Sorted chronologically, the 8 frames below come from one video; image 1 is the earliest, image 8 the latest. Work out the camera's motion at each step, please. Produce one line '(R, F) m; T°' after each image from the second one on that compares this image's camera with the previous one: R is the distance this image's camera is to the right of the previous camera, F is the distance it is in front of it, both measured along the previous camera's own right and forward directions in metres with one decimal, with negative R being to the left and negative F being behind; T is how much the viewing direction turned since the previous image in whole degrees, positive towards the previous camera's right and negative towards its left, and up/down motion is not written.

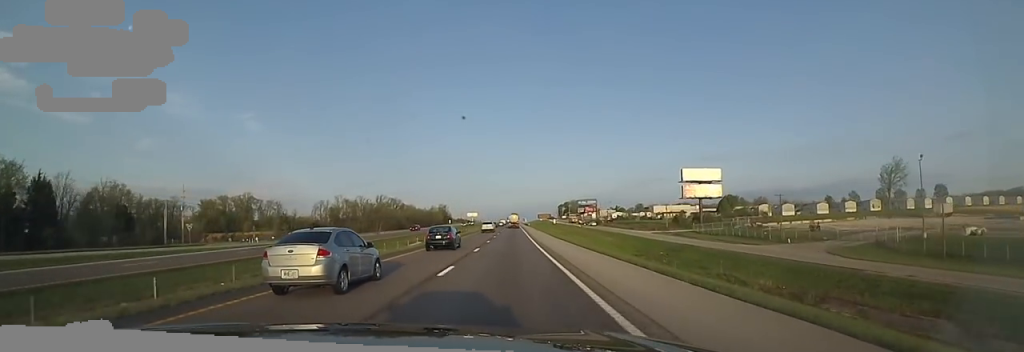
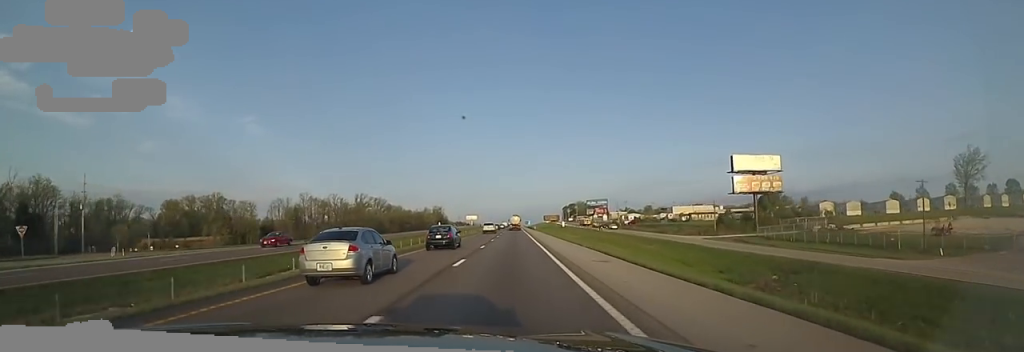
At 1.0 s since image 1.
(-0.1, +33.9) m; -1°
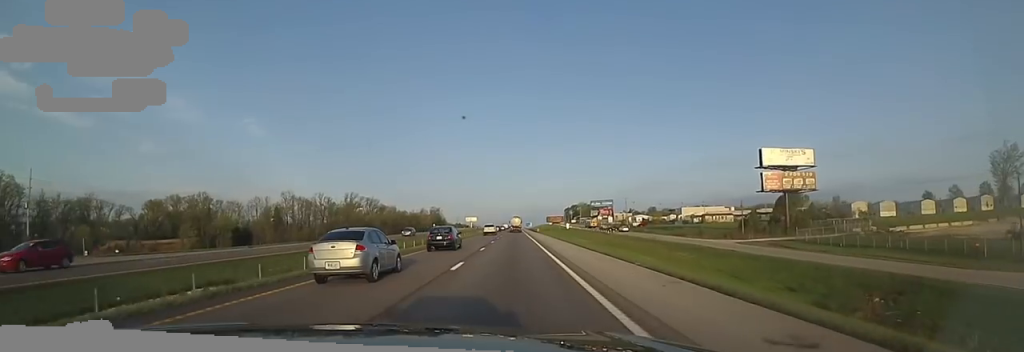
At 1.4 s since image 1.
(0.0, +13.6) m; -1°
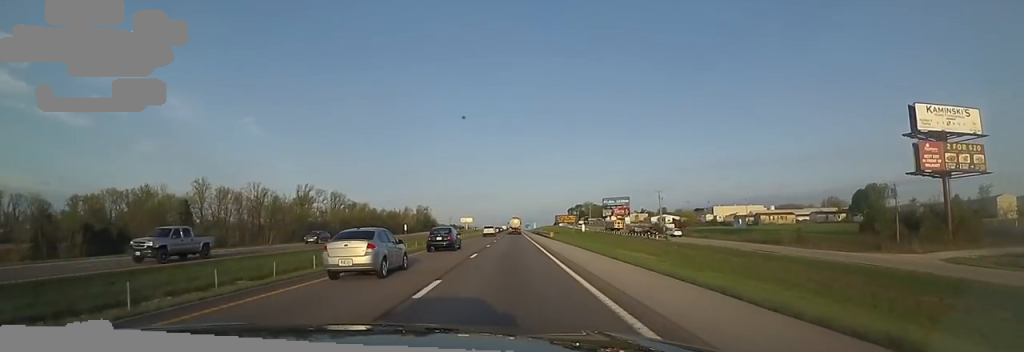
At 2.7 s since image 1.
(0.0, +42.4) m; +2°
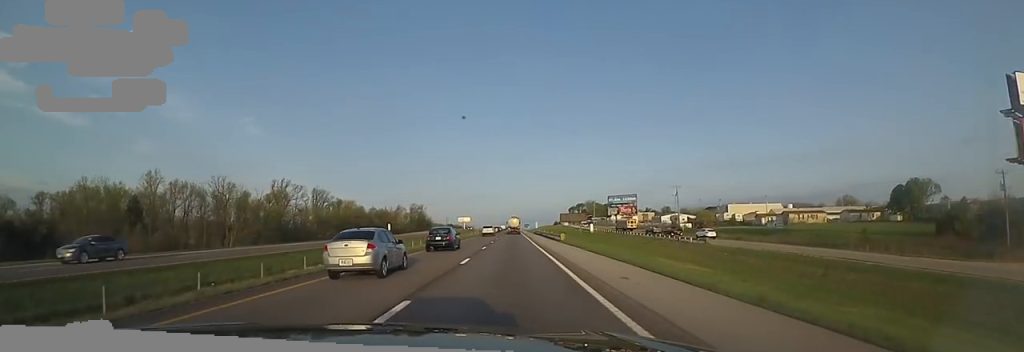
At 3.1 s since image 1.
(+0.7, +15.4) m; 0°
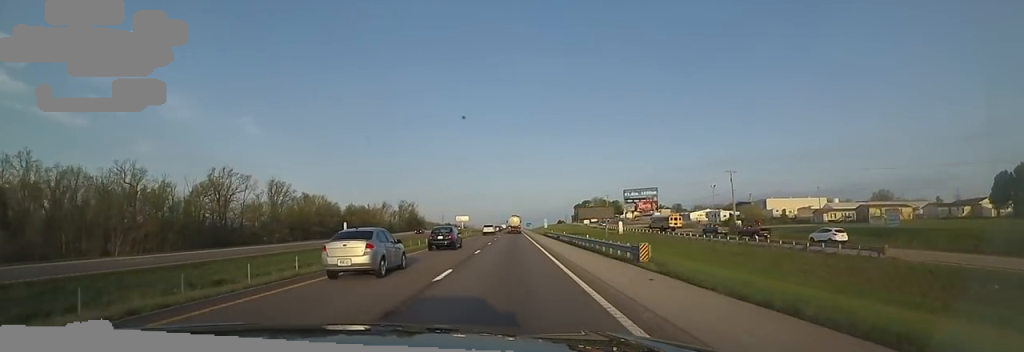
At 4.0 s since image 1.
(-0.3, +29.8) m; 0°
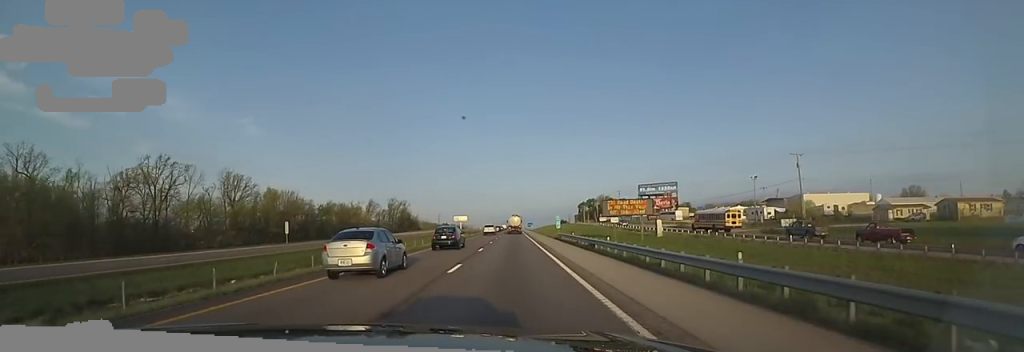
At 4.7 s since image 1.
(-0.1, +23.3) m; 0°
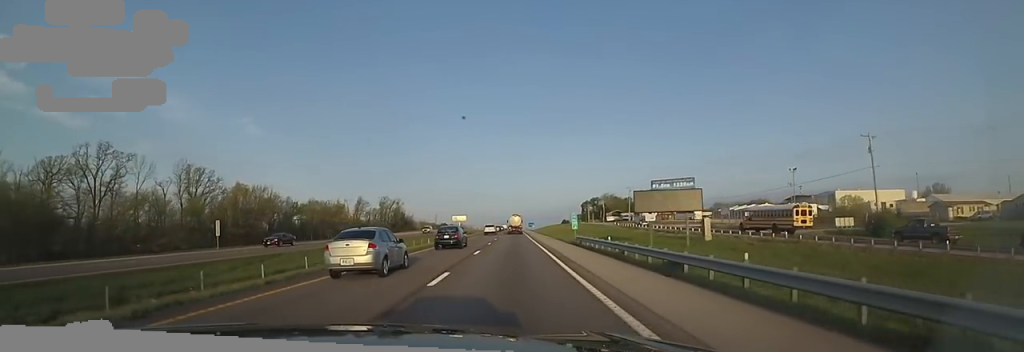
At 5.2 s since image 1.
(+0.6, +15.6) m; 0°
